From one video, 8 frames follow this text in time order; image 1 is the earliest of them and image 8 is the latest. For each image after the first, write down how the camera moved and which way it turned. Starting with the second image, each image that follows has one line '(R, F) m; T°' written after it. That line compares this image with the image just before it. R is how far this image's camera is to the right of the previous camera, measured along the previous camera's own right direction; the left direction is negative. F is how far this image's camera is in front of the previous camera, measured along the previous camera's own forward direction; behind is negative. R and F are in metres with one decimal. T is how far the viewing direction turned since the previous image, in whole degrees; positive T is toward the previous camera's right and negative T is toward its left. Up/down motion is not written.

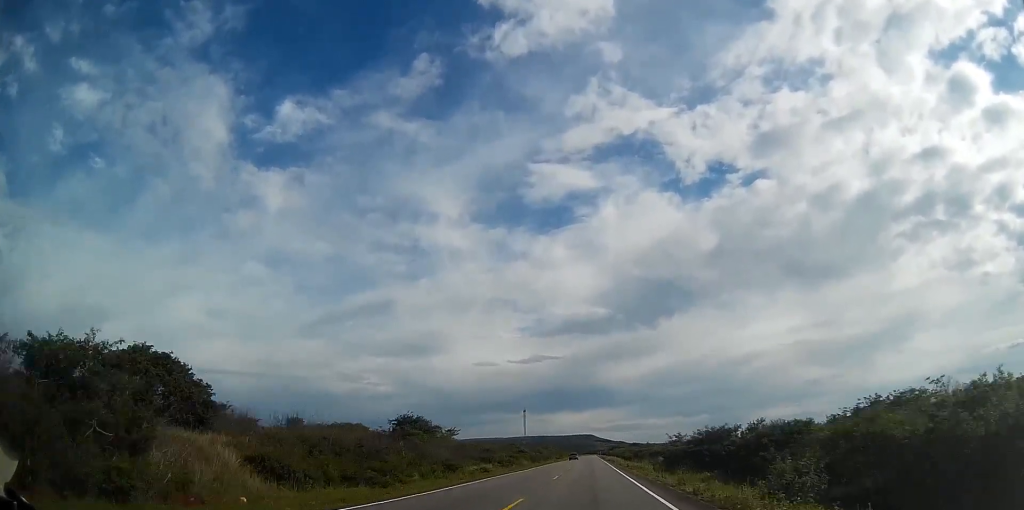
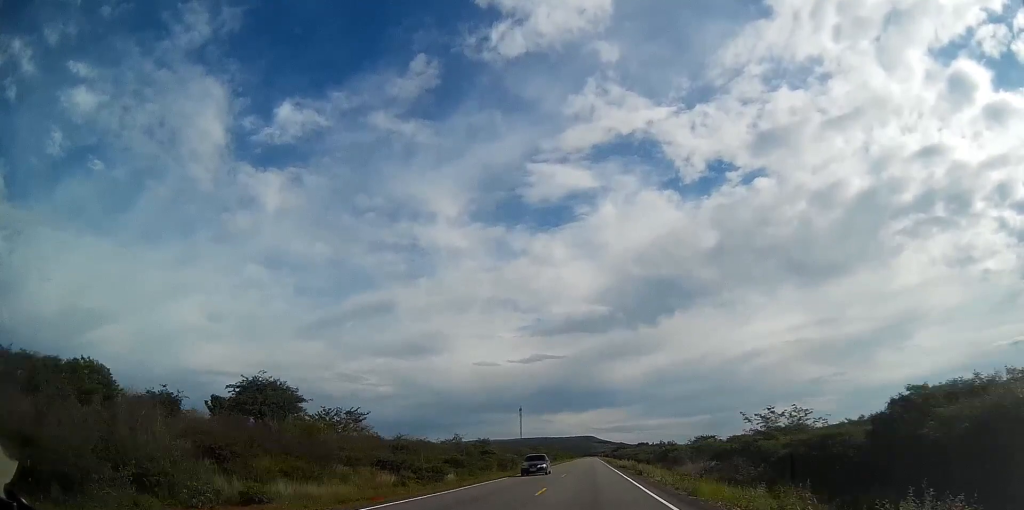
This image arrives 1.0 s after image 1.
(0.0, +40.9) m; 0°
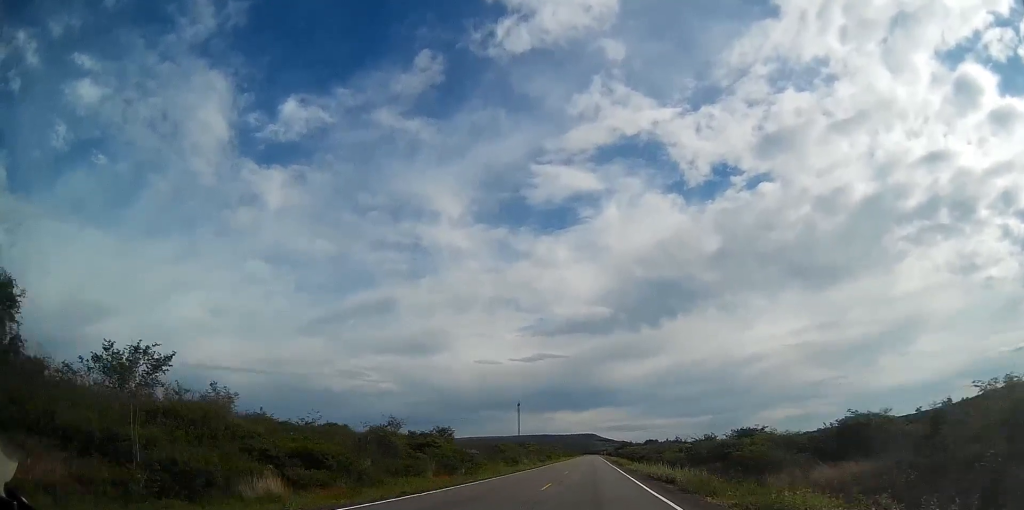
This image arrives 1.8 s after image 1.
(+0.1, +30.0) m; 0°
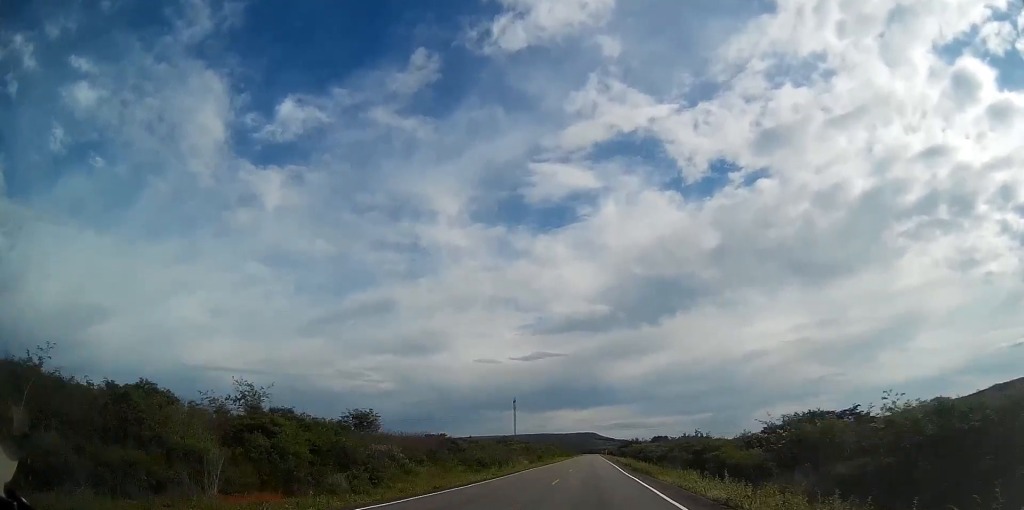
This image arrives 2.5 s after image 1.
(0.0, +26.9) m; 0°
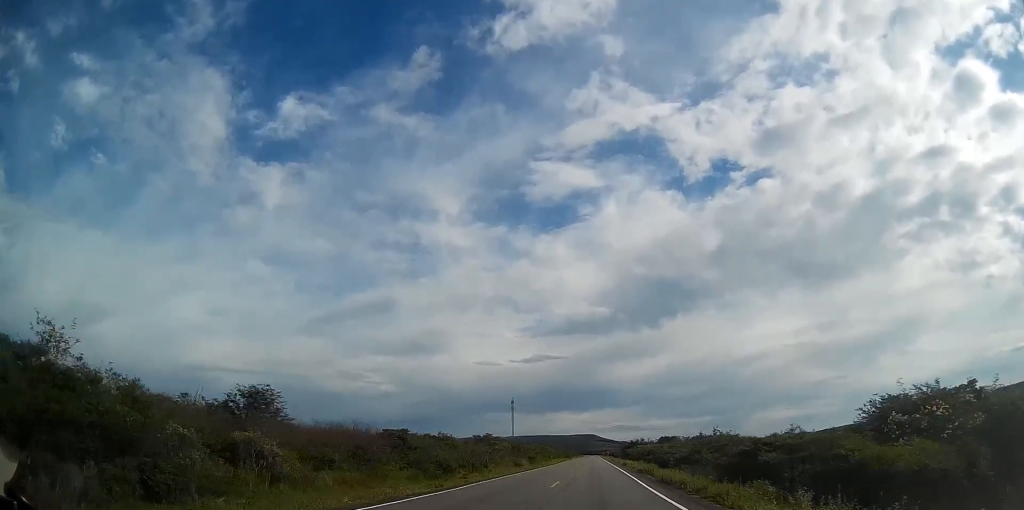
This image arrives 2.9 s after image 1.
(0.0, +17.5) m; 0°
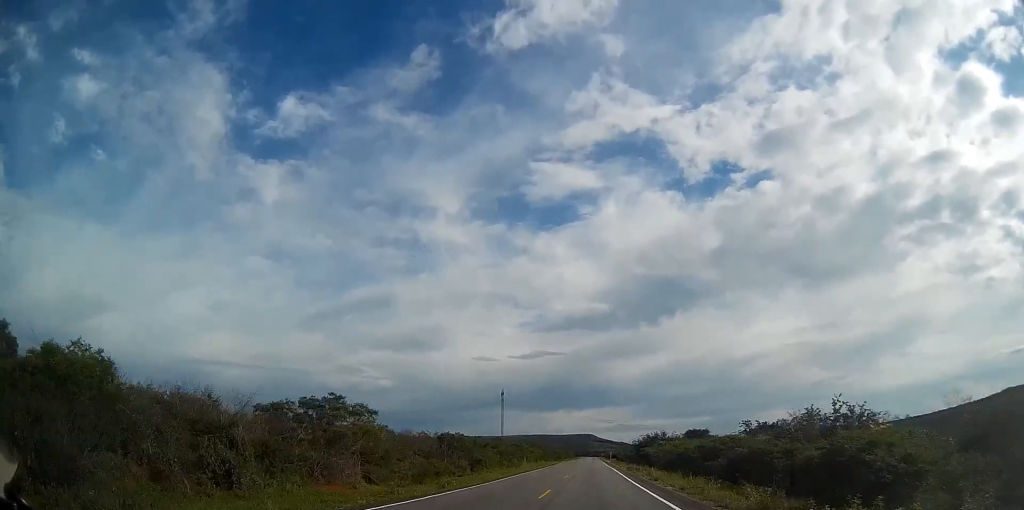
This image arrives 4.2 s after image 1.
(0.0, +52.6) m; 0°
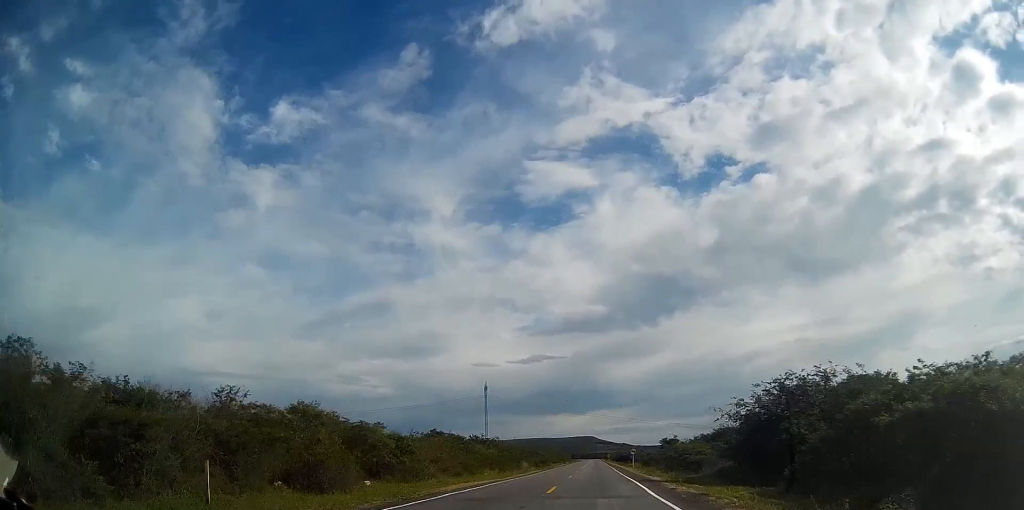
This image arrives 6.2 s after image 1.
(+0.1, +76.9) m; 0°
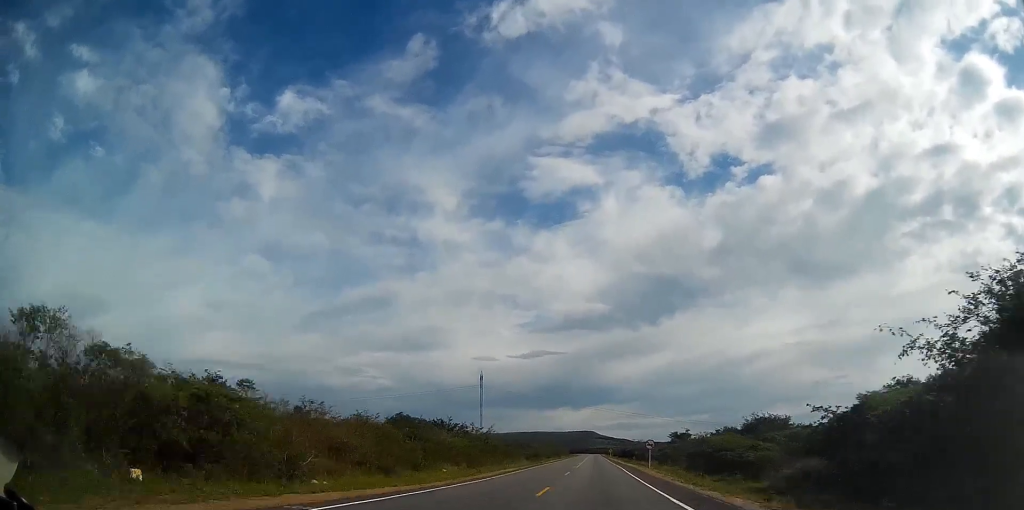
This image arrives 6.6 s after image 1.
(0.0, +19.3) m; 0°
